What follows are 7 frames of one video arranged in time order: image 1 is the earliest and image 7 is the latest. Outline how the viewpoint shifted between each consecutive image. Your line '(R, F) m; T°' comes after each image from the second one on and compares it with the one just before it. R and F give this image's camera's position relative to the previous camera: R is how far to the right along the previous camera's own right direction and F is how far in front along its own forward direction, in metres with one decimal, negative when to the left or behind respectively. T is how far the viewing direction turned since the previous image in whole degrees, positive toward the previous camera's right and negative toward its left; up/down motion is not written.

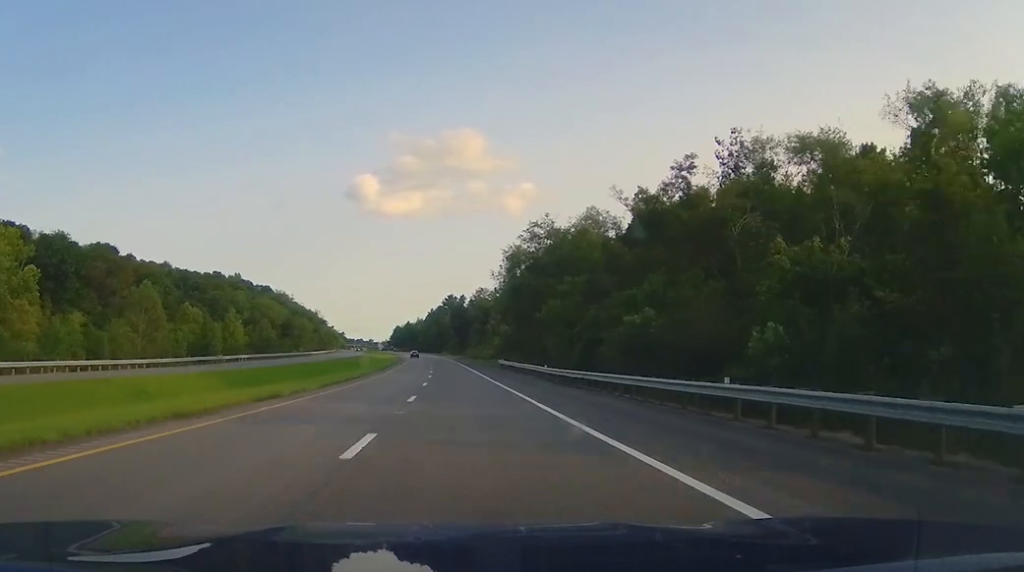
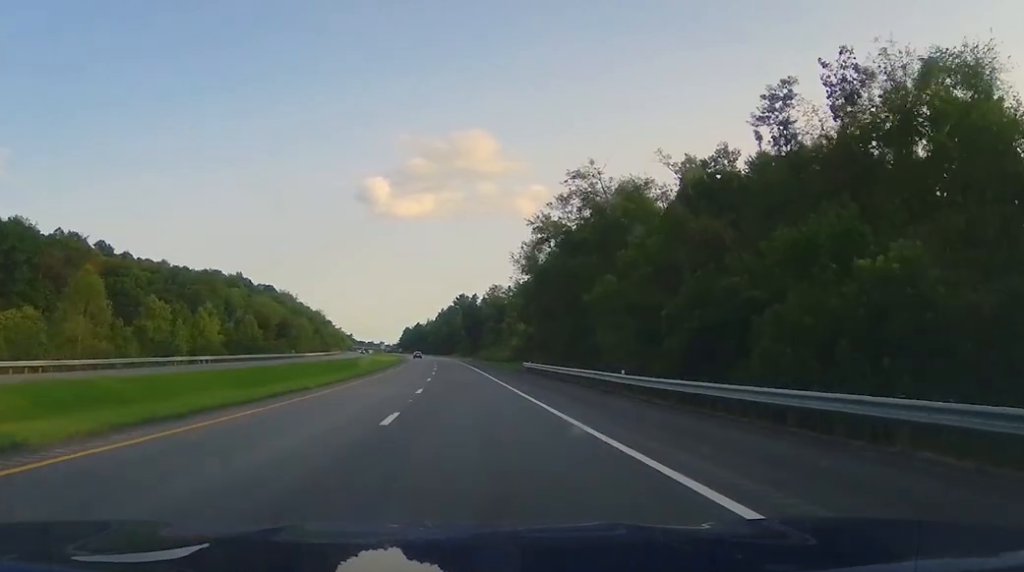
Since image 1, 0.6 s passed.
(0.0, +19.8) m; -1°
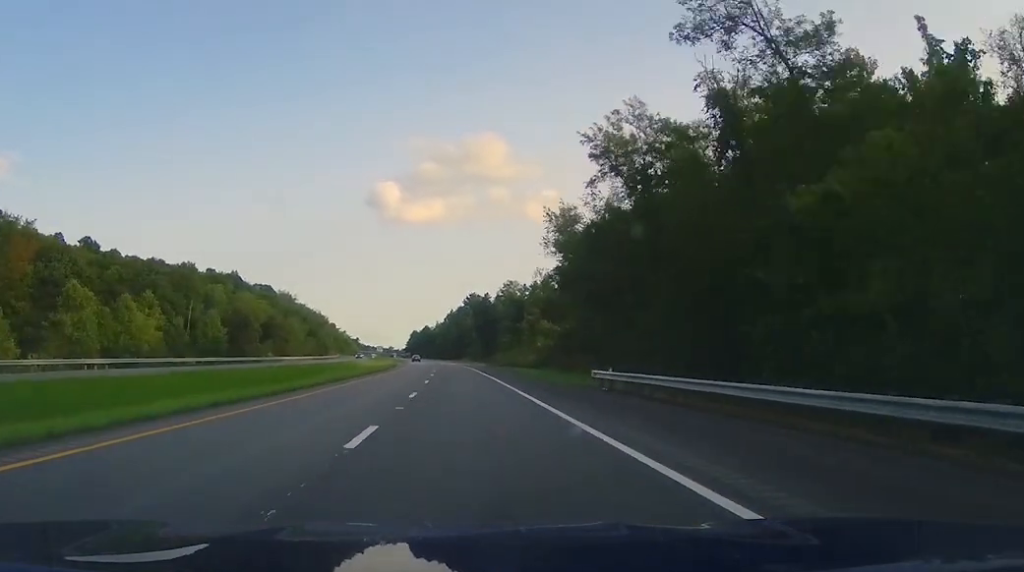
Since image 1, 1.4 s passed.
(-0.1, +28.0) m; -1°
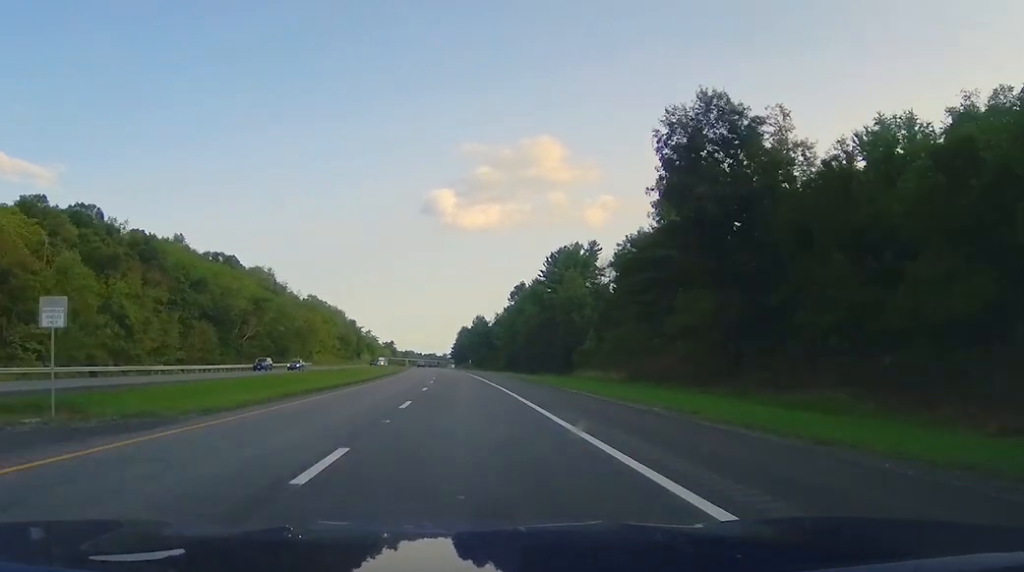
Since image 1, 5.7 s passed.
(-6.9, +148.3) m; -5°
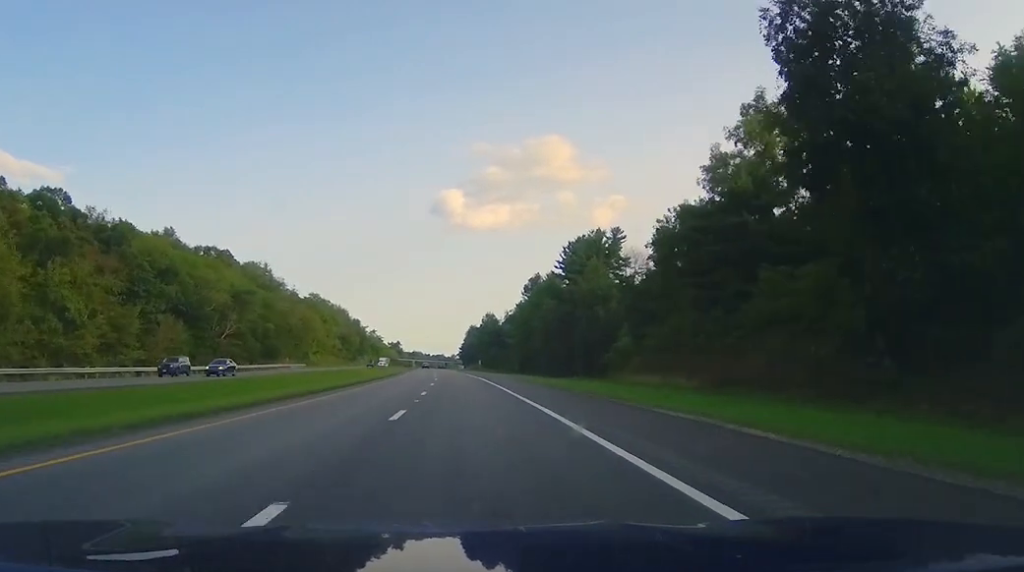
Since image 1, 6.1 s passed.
(+0.2, +16.1) m; -1°
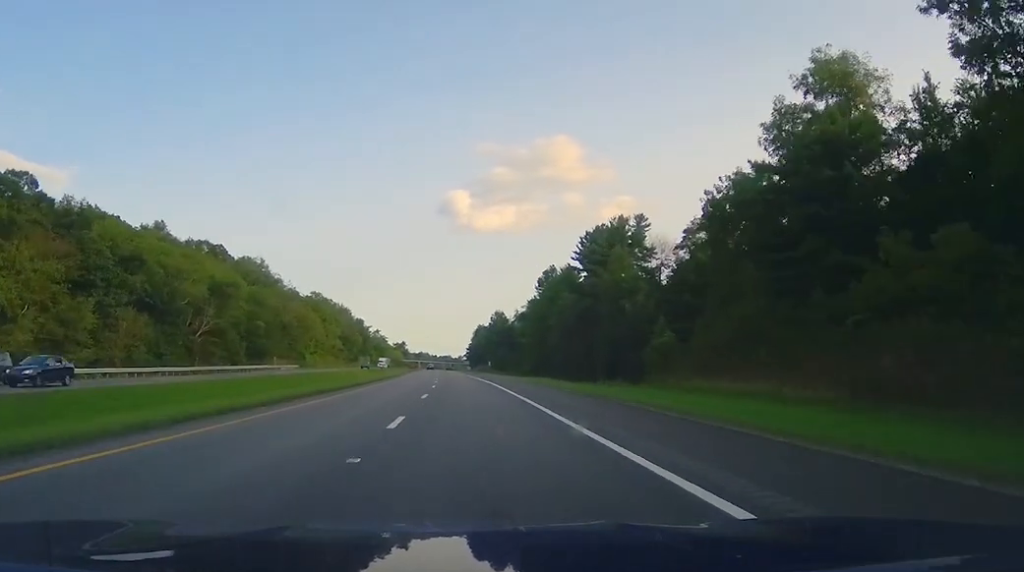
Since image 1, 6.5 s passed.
(-0.4, +13.9) m; -1°
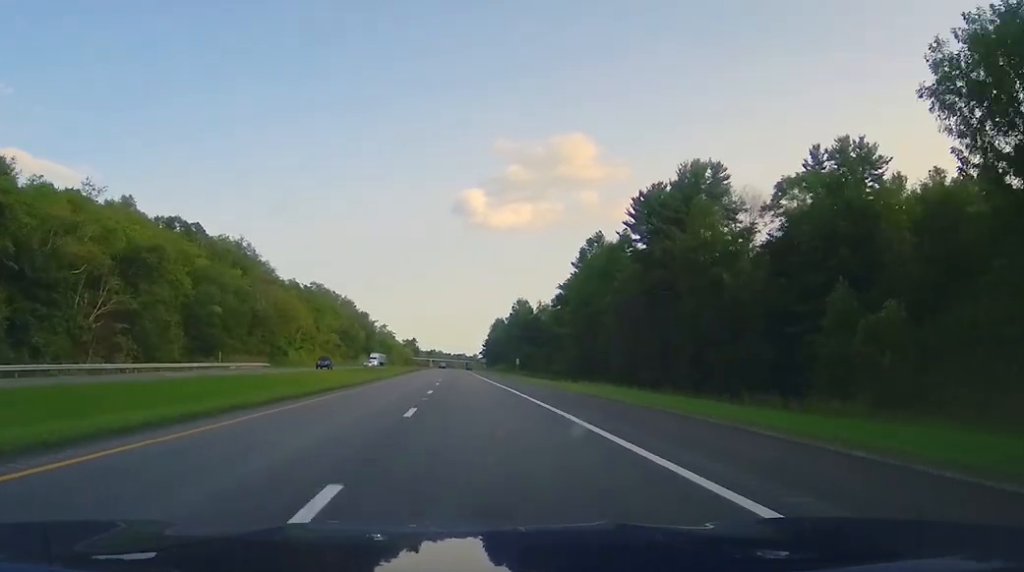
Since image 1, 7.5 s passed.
(-0.6, +33.8) m; 0°
